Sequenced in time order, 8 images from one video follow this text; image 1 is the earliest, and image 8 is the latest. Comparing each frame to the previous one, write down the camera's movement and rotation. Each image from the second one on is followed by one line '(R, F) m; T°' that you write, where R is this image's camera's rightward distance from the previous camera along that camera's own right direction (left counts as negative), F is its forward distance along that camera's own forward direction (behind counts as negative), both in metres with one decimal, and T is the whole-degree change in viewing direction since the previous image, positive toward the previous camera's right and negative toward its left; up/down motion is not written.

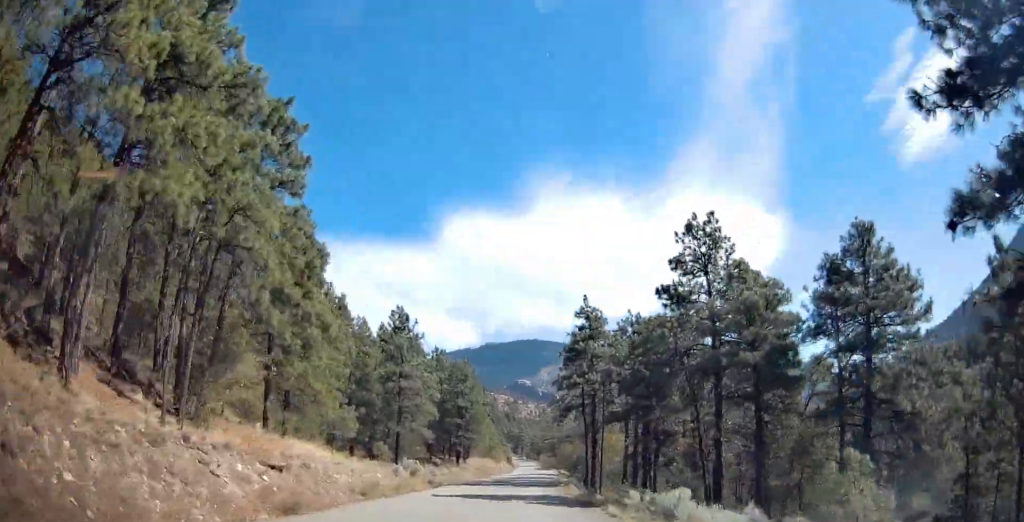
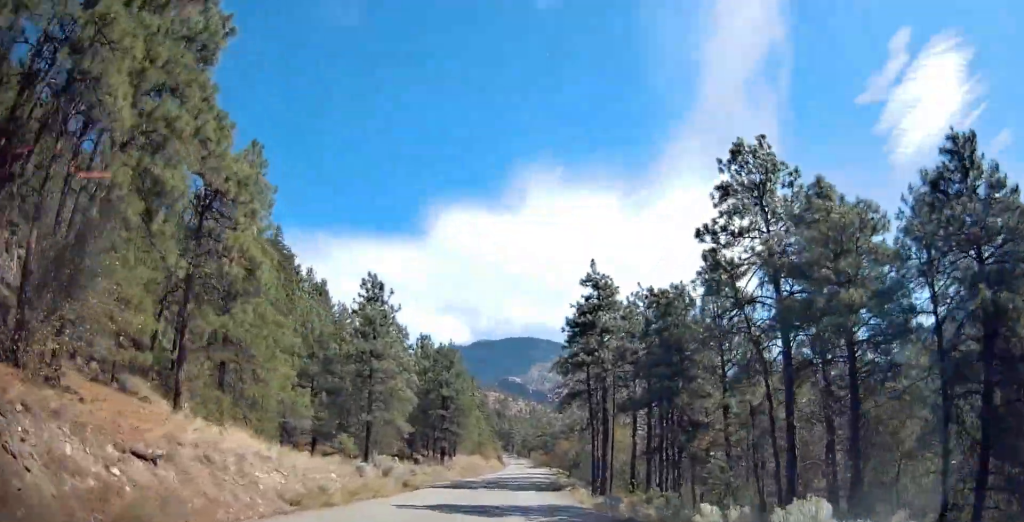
(+0.1, +7.2) m; +1°
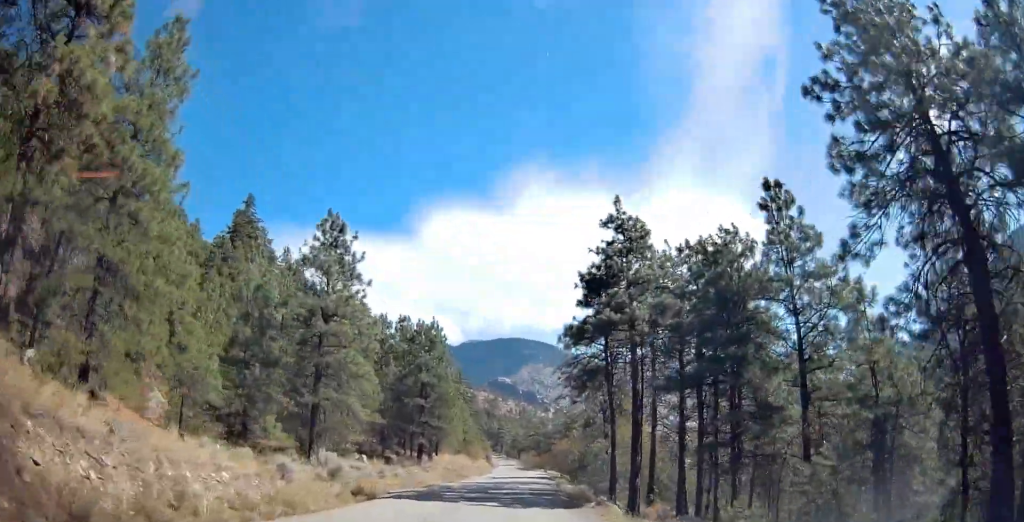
(0.0, +9.3) m; 0°
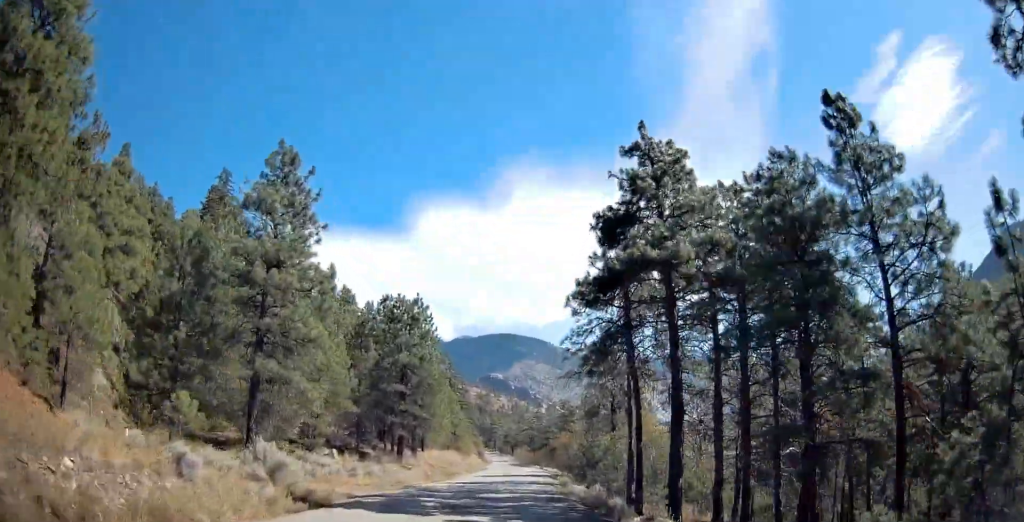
(0.0, +6.4) m; +1°
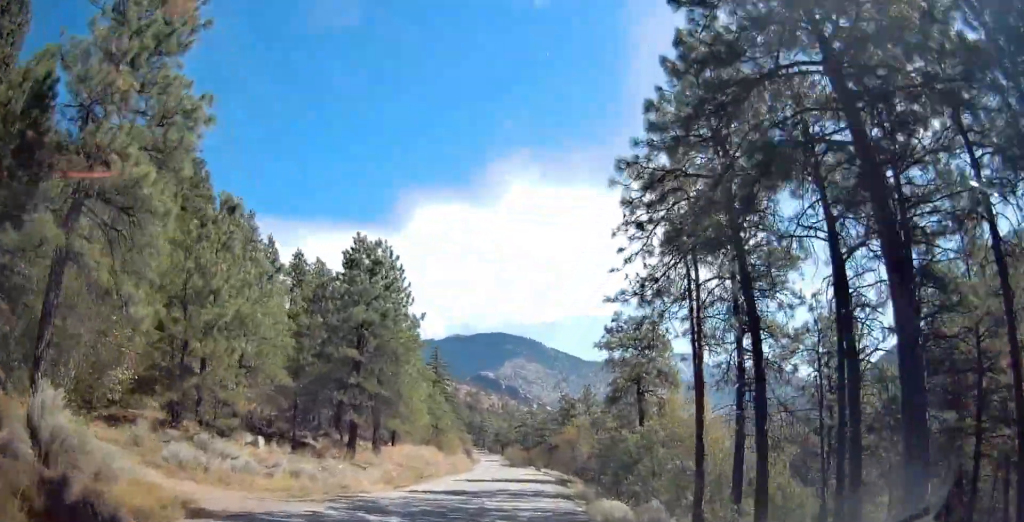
(+0.1, +11.0) m; +3°
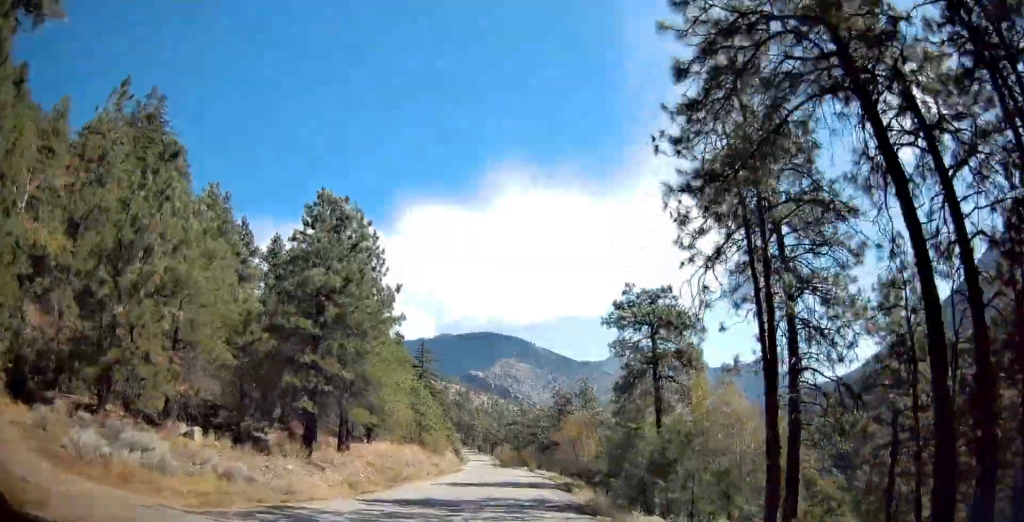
(+0.2, +5.5) m; +2°
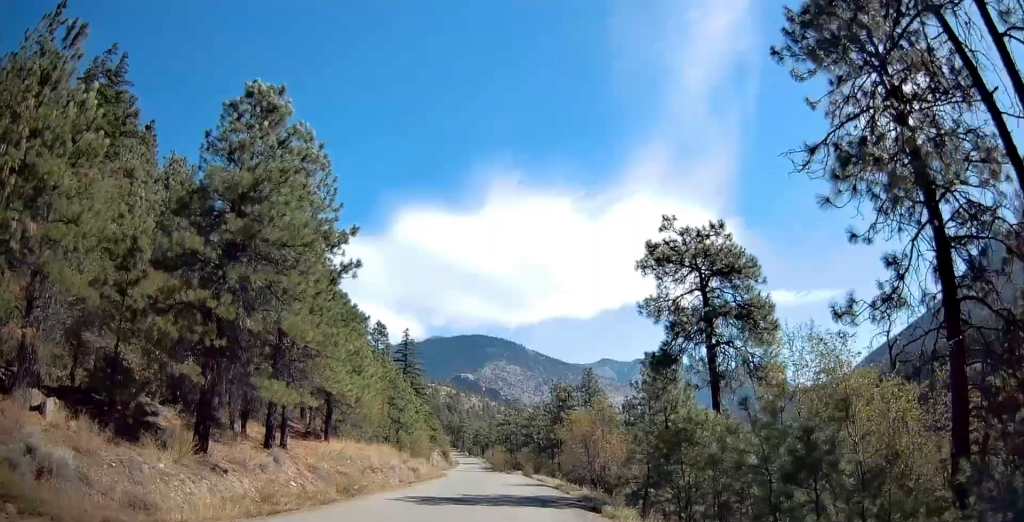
(+0.2, +8.5) m; +2°
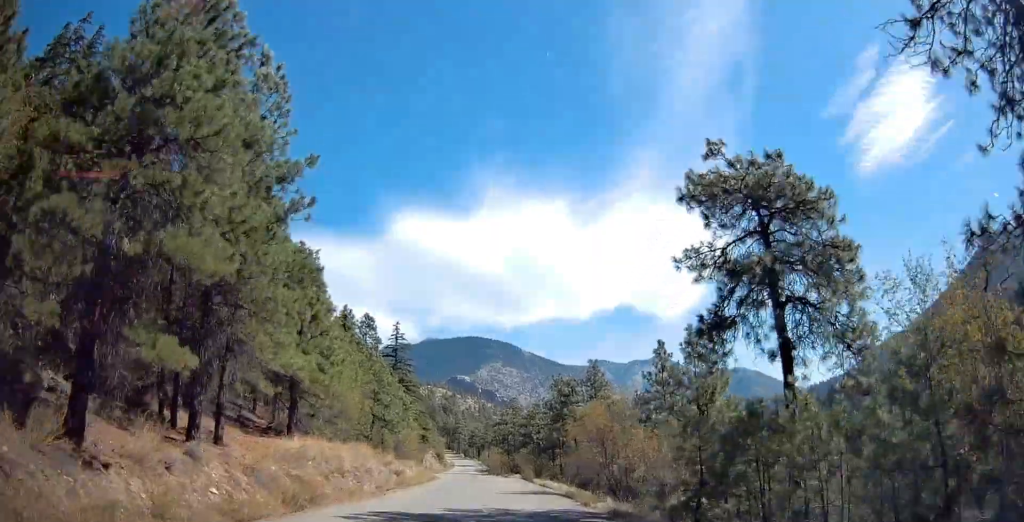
(+0.2, +5.5) m; 0°
